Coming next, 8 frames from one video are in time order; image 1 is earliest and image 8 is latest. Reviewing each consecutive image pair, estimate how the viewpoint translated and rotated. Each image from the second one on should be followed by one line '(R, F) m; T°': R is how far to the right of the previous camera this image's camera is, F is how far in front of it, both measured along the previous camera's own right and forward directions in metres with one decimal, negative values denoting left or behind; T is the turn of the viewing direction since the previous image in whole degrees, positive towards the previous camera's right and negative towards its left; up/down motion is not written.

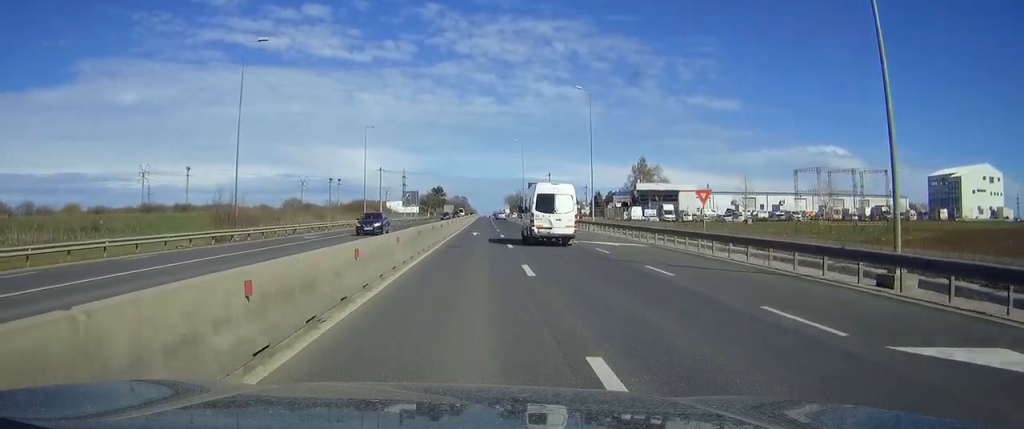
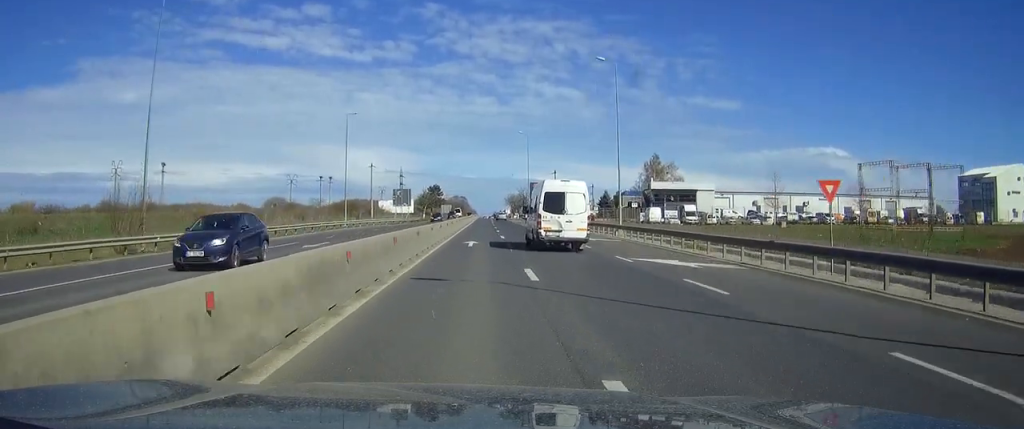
(-0.1, +13.1) m; 0°
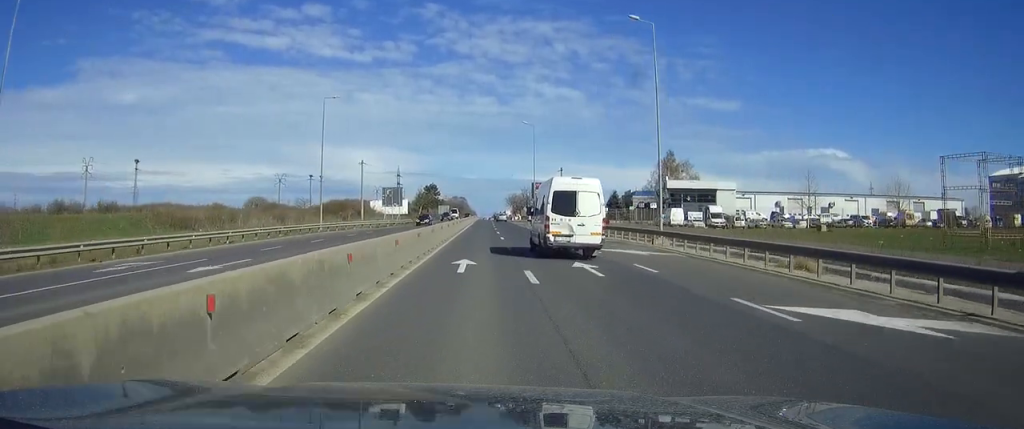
(-0.1, +12.2) m; 0°
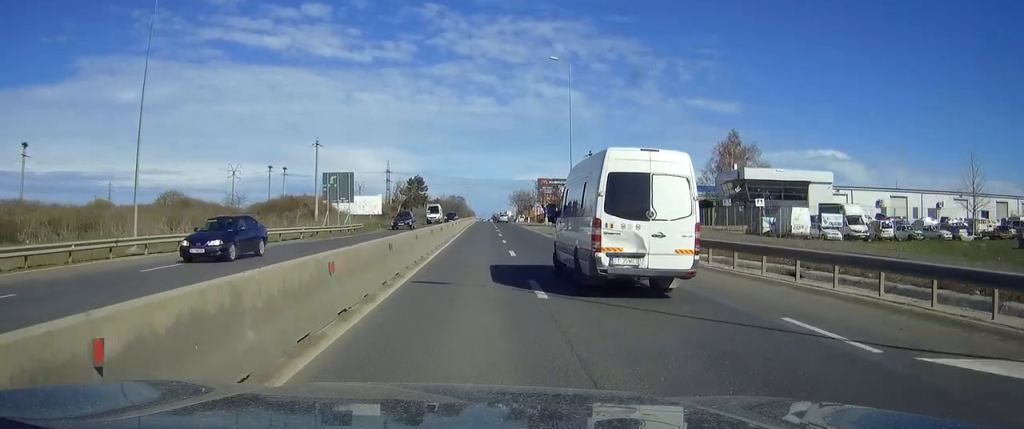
(+0.2, +38.2) m; 0°
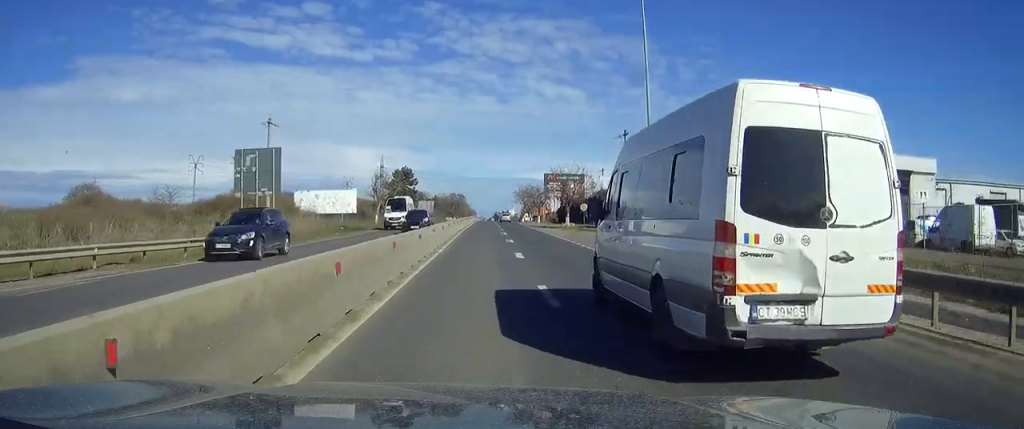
(0.0, +24.2) m; 0°
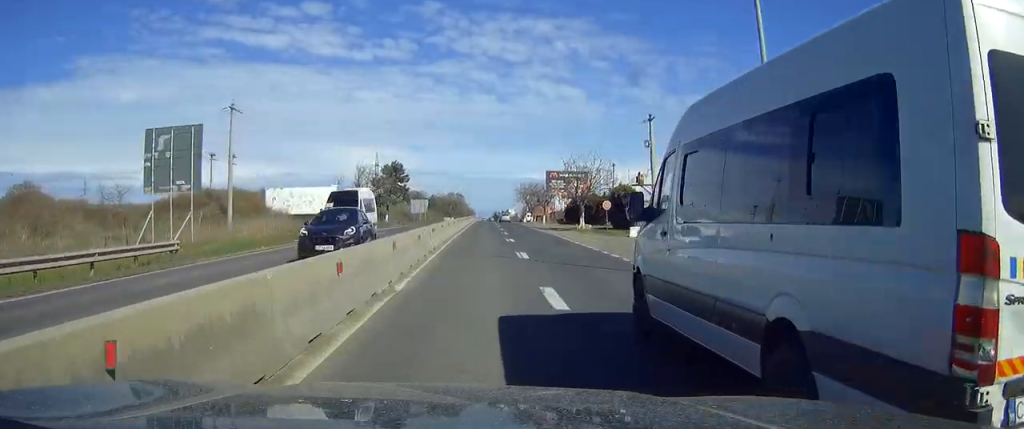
(-0.1, +12.0) m; 0°
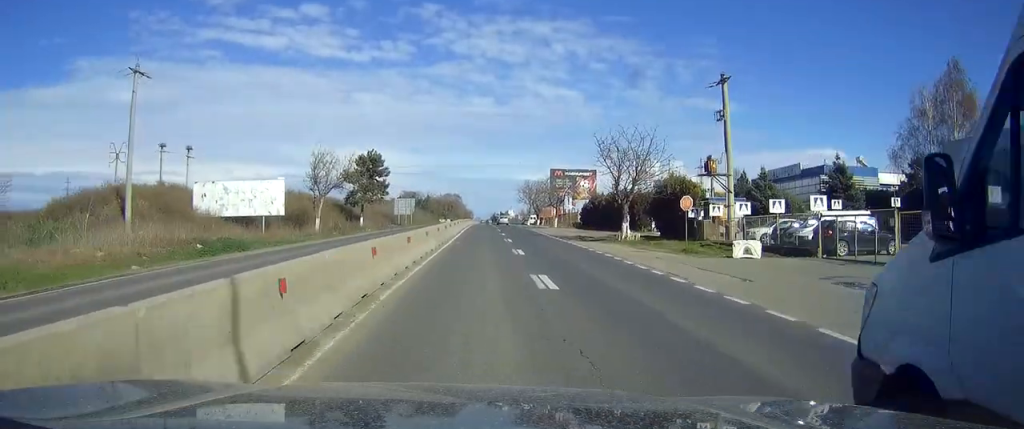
(+0.1, +20.6) m; 0°
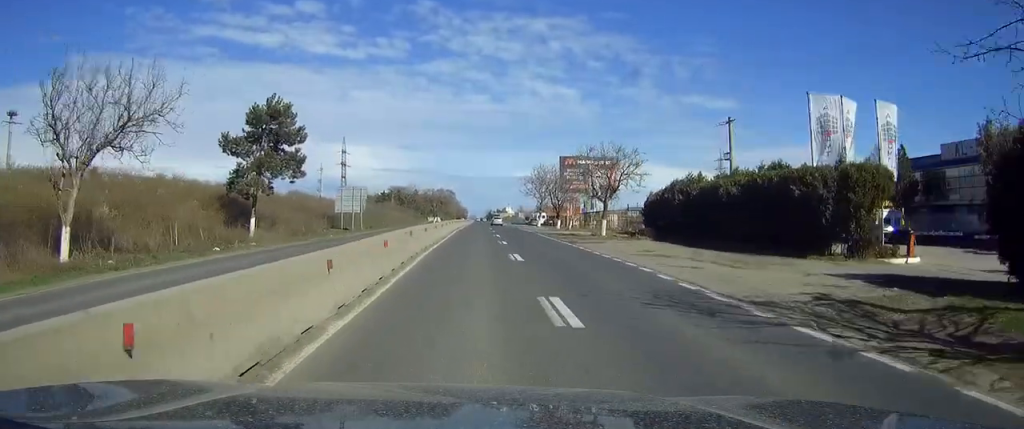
(+0.1, +38.4) m; 0°
